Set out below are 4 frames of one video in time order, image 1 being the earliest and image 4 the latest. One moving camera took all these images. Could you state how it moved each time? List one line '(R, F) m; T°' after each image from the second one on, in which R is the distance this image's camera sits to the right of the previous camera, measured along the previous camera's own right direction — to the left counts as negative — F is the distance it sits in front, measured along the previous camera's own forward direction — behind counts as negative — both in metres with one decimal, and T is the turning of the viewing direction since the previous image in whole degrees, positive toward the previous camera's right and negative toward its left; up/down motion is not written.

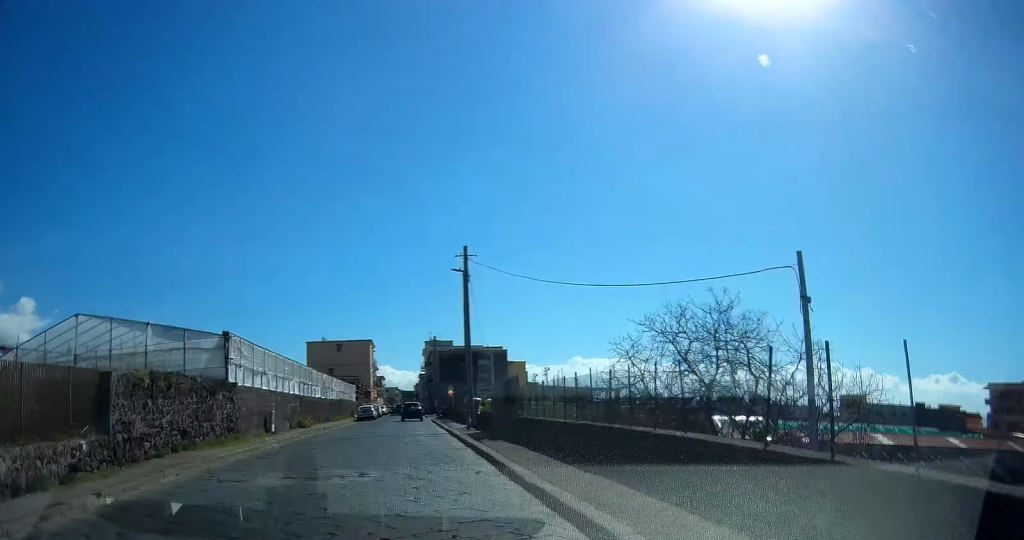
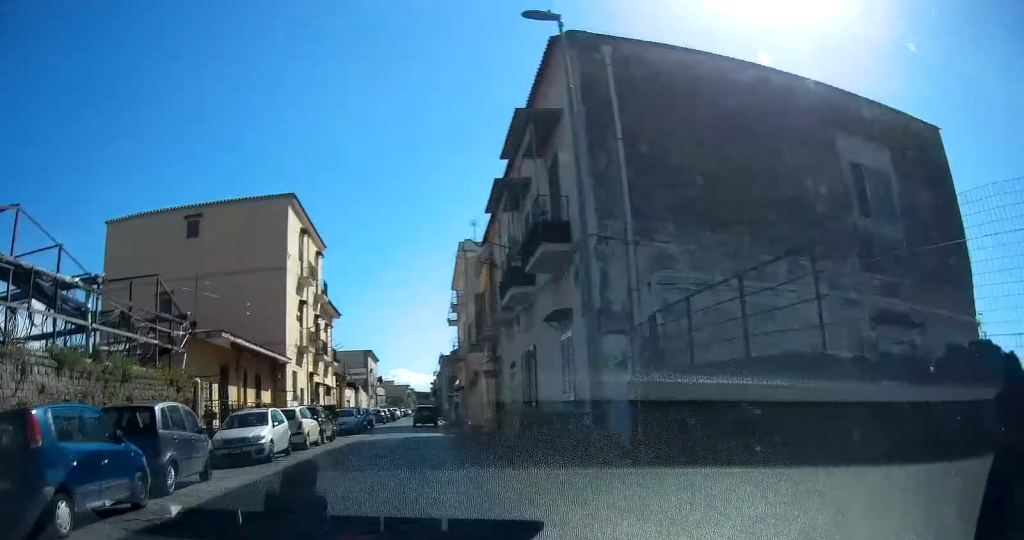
(-0.4, +88.7) m; -1°
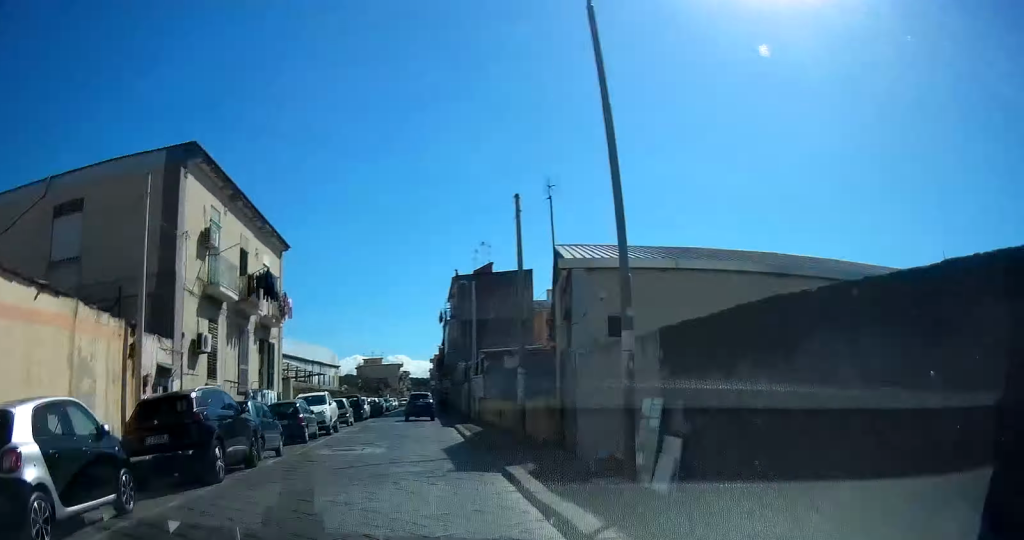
(+0.1, +63.6) m; 0°
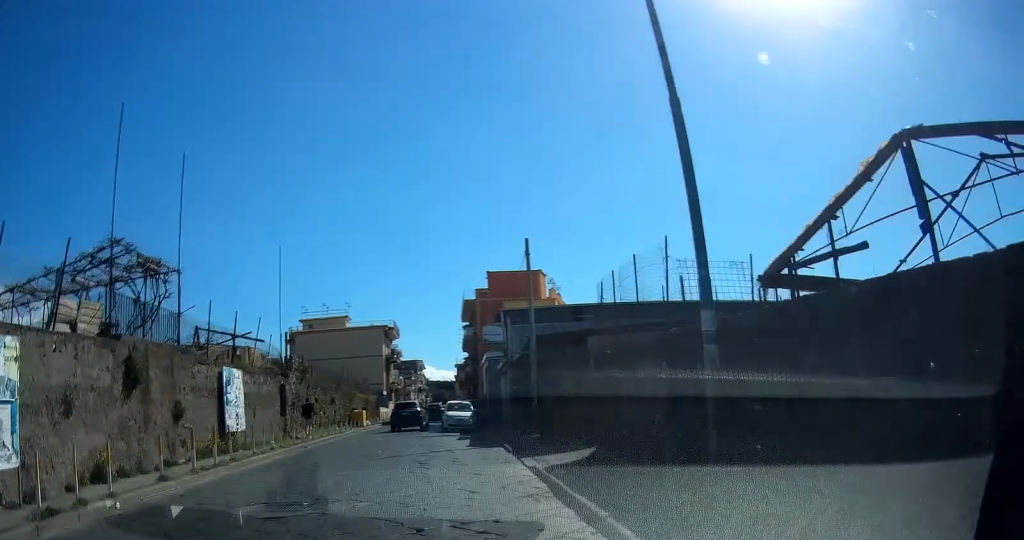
(-0.8, +135.4) m; -3°
